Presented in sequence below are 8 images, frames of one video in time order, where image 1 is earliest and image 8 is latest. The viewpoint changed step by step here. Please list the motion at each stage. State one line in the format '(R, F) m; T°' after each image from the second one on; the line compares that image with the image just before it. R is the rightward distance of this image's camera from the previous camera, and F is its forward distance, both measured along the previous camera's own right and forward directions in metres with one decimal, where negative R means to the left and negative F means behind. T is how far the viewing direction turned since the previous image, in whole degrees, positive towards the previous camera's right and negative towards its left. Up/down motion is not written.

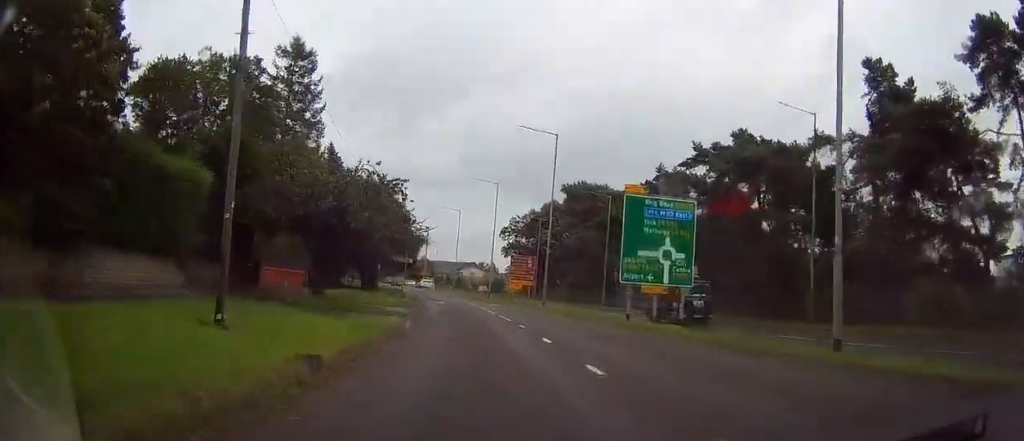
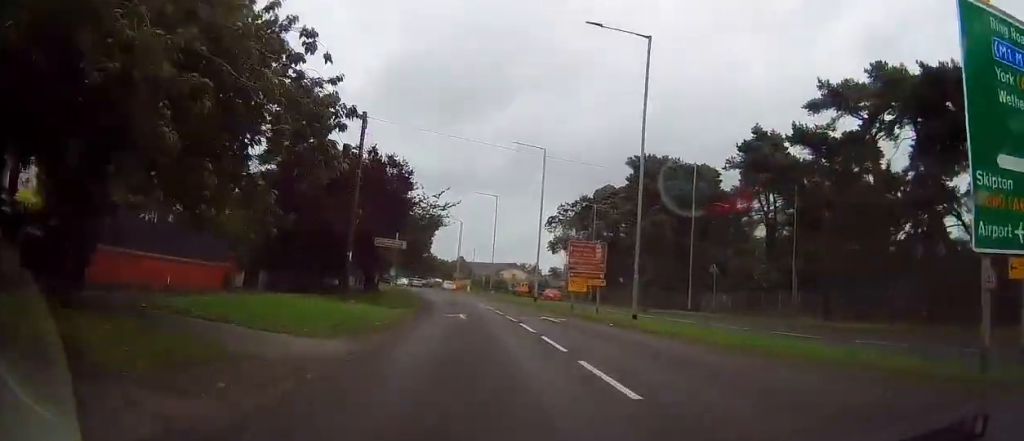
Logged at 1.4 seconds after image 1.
(-1.0, +19.0) m; -4°
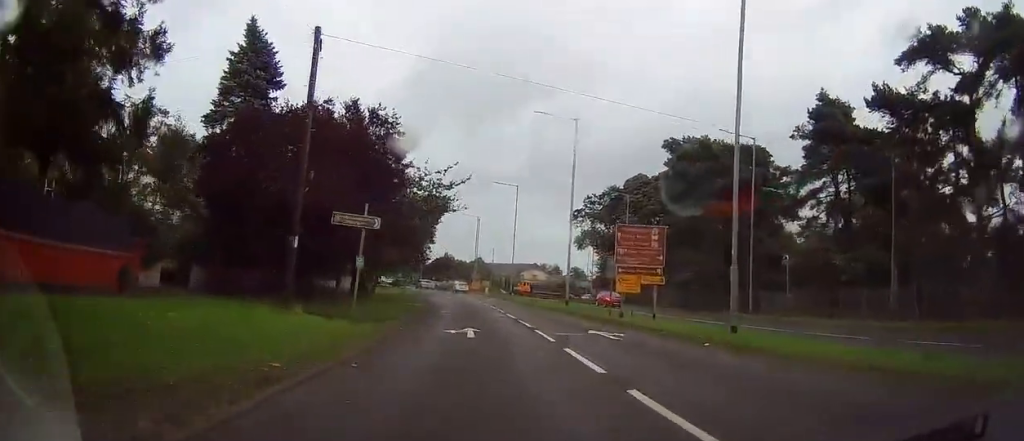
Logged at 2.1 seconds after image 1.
(0.0, +9.5) m; 0°
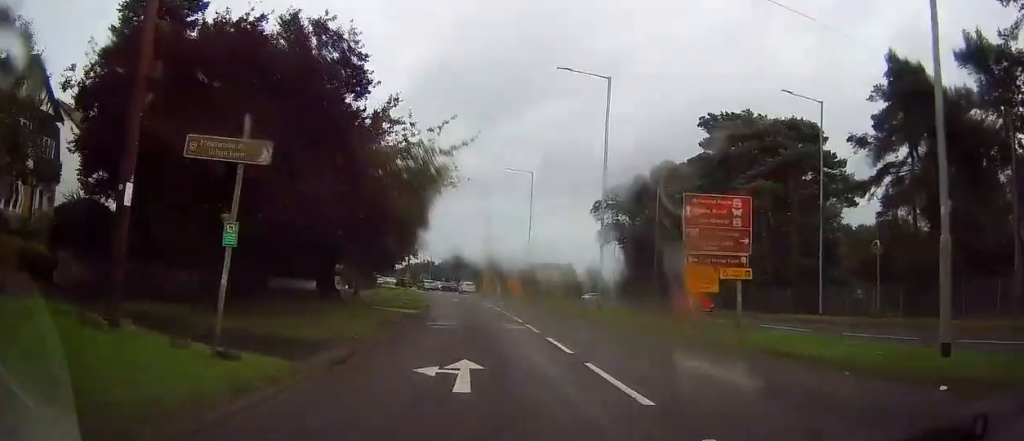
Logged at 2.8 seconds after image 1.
(0.0, +9.0) m; -1°
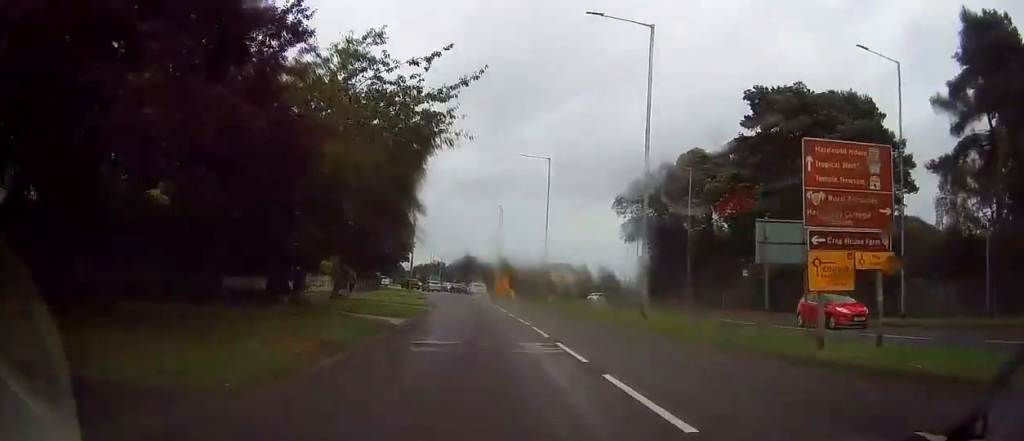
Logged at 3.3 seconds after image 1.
(+0.1, +7.6) m; -2°
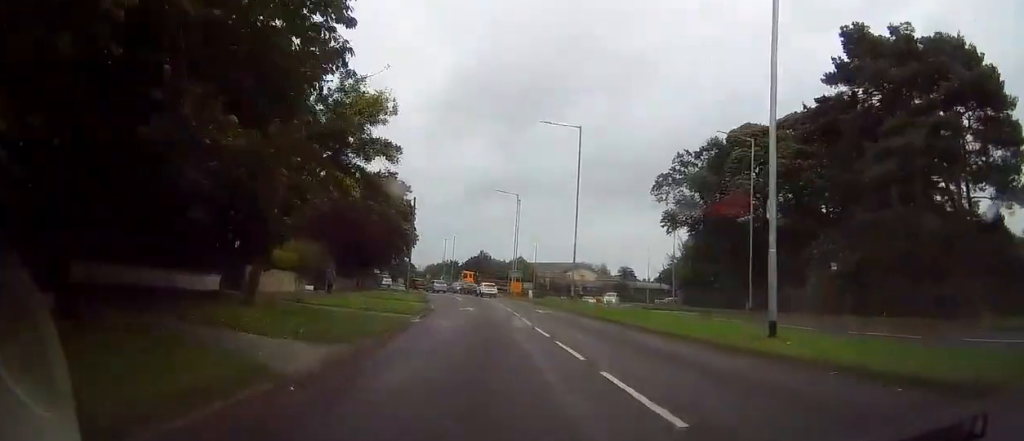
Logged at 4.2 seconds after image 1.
(-0.5, +11.8) m; -2°
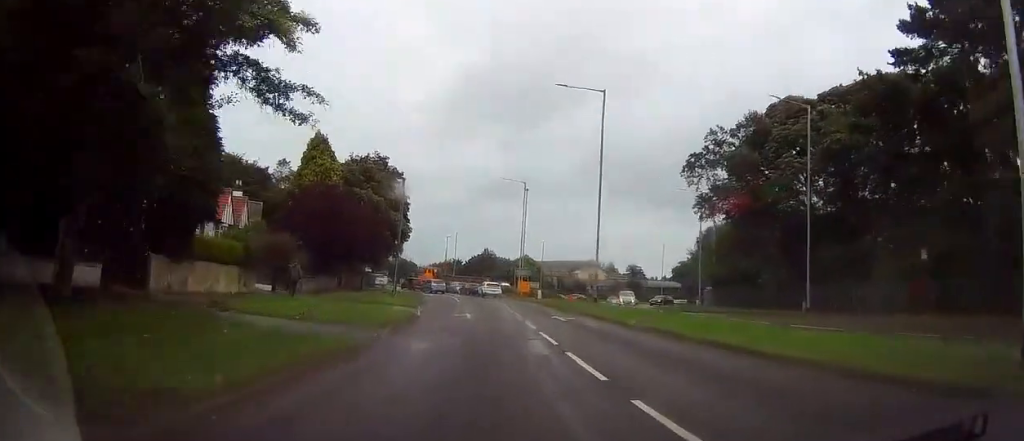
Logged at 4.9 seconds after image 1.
(-0.1, +9.0) m; -1°
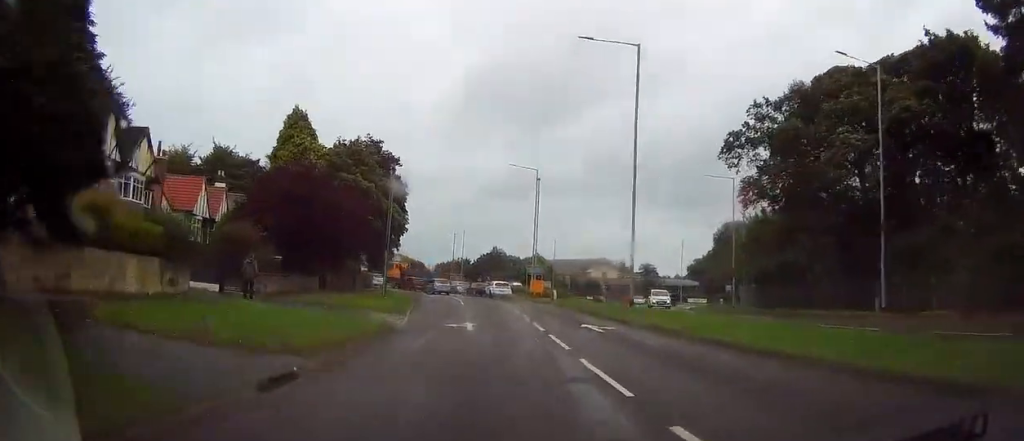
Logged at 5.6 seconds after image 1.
(0.0, +7.9) m; 0°
